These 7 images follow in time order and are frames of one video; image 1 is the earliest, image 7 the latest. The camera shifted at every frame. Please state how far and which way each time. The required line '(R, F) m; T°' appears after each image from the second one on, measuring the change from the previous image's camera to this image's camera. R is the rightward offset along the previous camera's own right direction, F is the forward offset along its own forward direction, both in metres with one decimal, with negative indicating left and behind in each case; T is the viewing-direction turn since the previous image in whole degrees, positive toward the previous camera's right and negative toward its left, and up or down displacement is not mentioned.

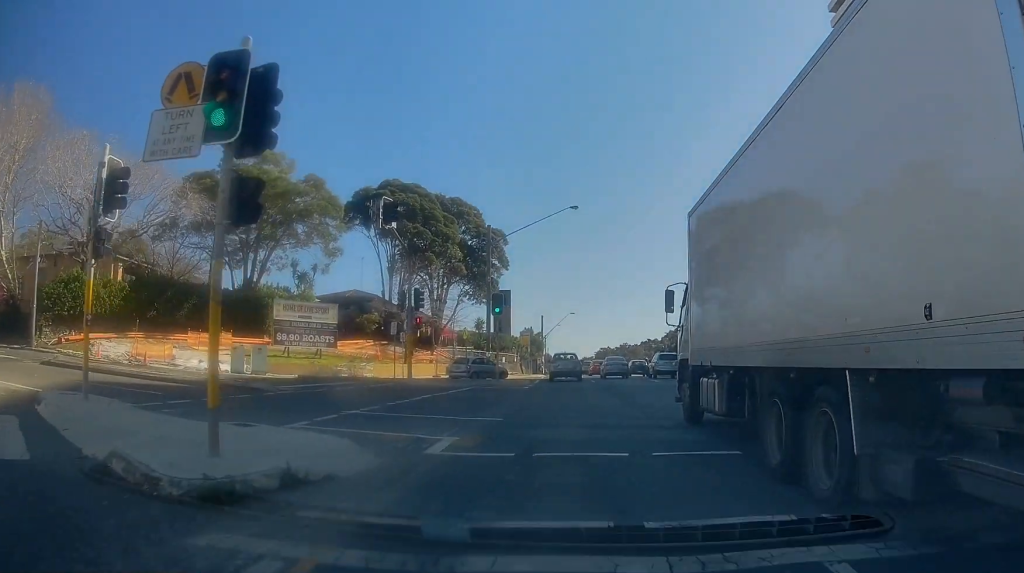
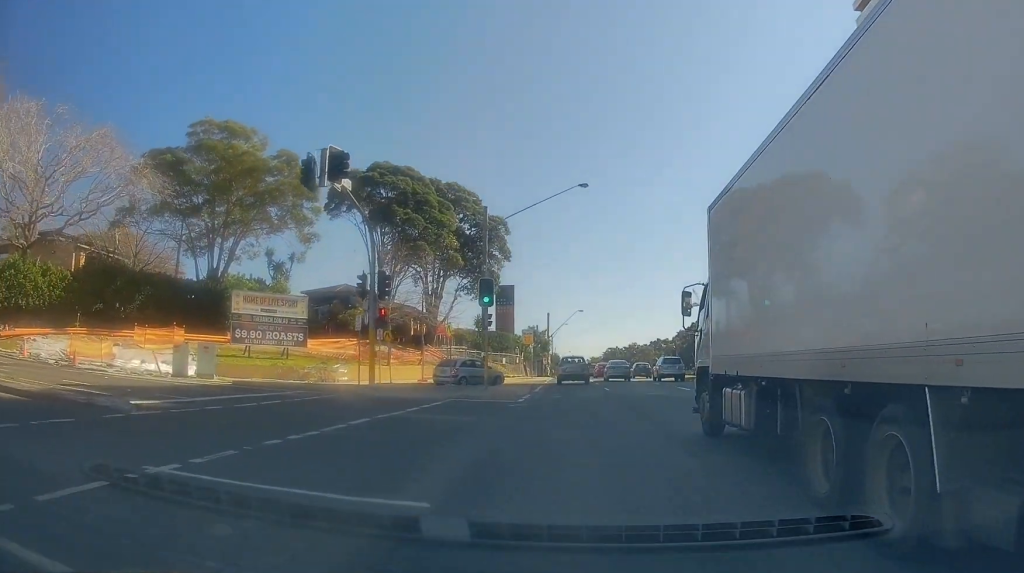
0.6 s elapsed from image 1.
(0.0, +7.8) m; +1°
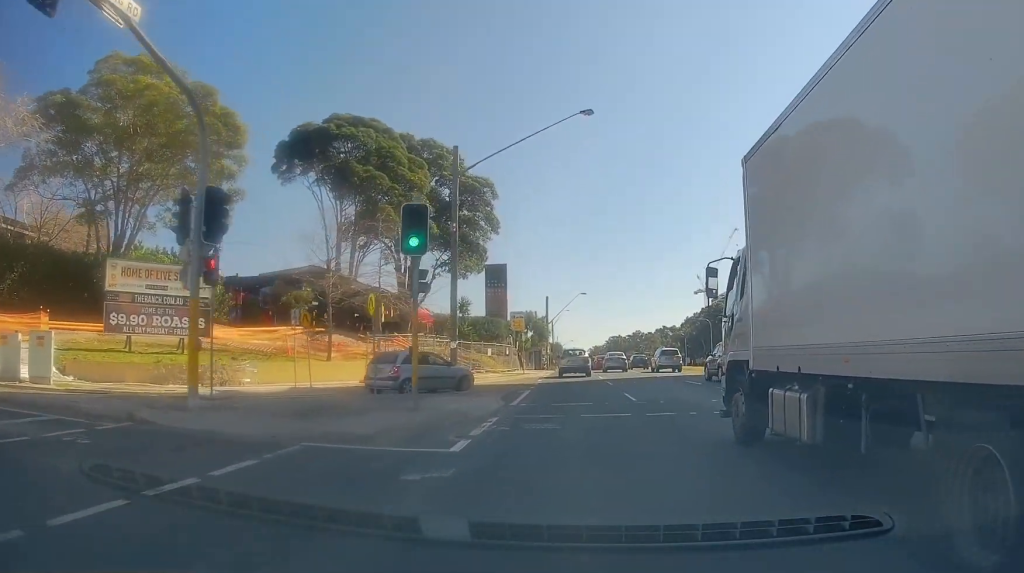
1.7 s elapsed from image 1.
(+0.3, +13.5) m; +1°
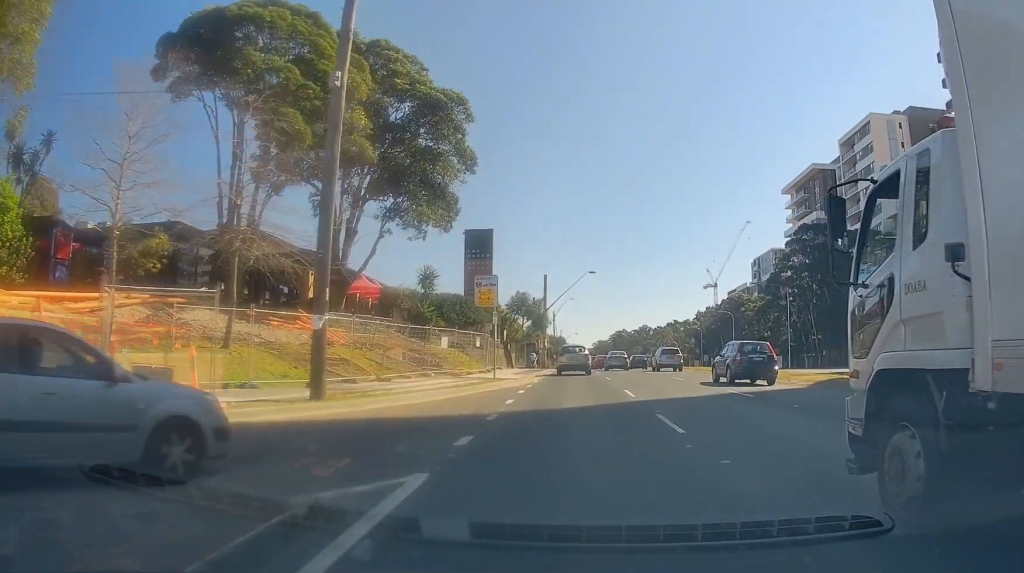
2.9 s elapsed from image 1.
(-0.2, +19.6) m; -2°
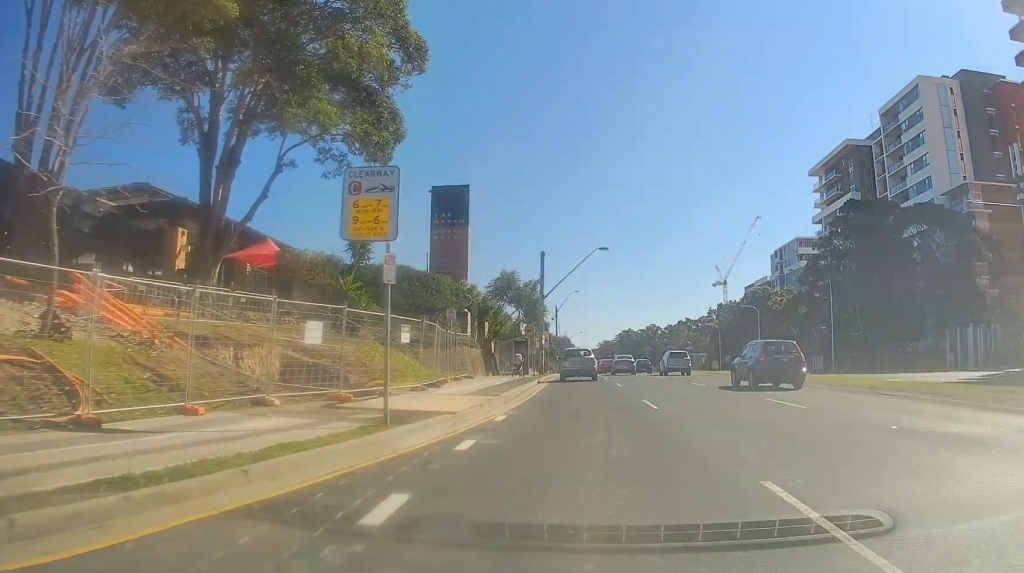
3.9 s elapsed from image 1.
(-0.4, +17.0) m; -1°
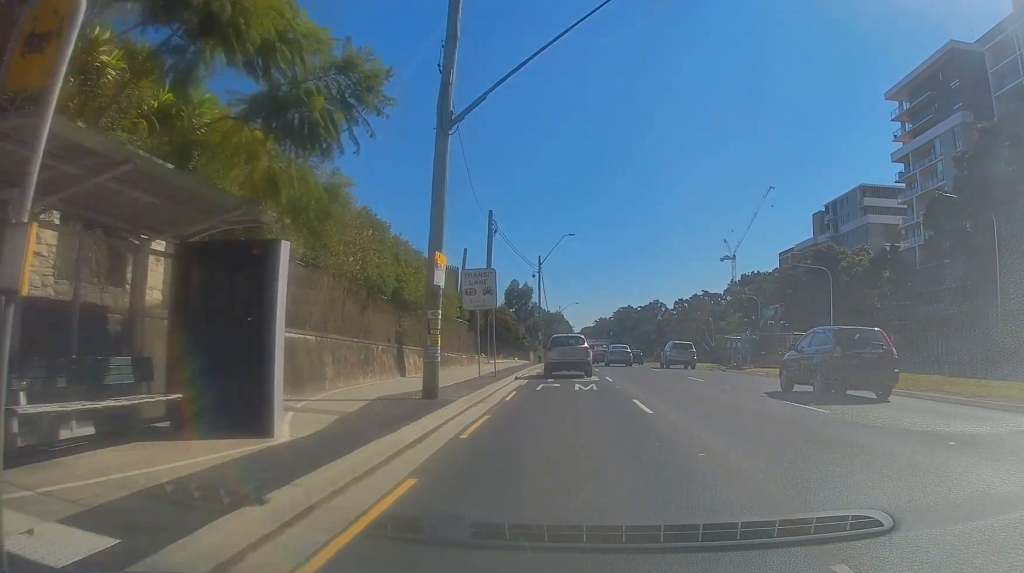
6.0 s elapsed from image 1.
(+0.1, +39.4) m; 0°
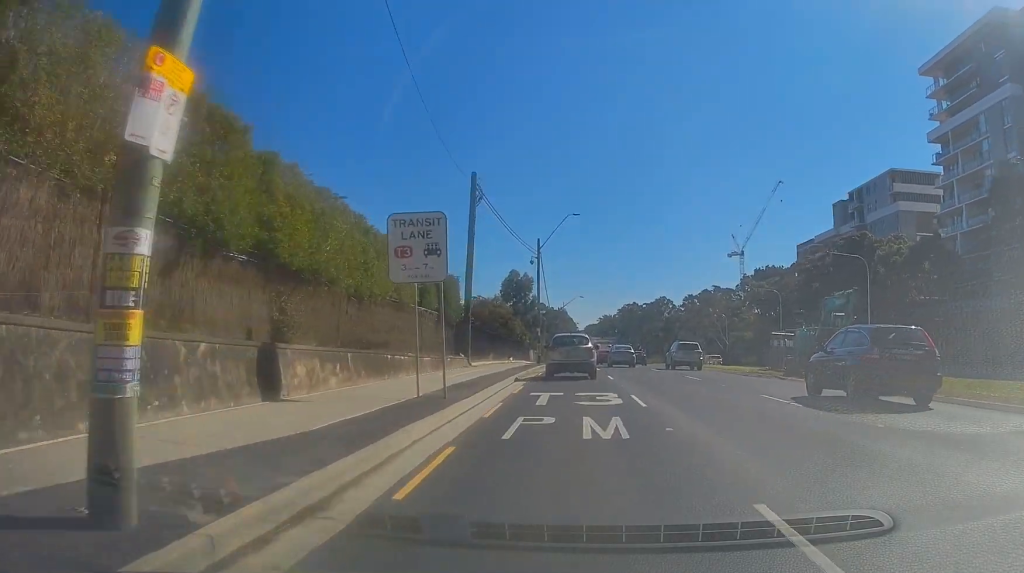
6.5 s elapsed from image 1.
(-0.2, +10.2) m; 0°
